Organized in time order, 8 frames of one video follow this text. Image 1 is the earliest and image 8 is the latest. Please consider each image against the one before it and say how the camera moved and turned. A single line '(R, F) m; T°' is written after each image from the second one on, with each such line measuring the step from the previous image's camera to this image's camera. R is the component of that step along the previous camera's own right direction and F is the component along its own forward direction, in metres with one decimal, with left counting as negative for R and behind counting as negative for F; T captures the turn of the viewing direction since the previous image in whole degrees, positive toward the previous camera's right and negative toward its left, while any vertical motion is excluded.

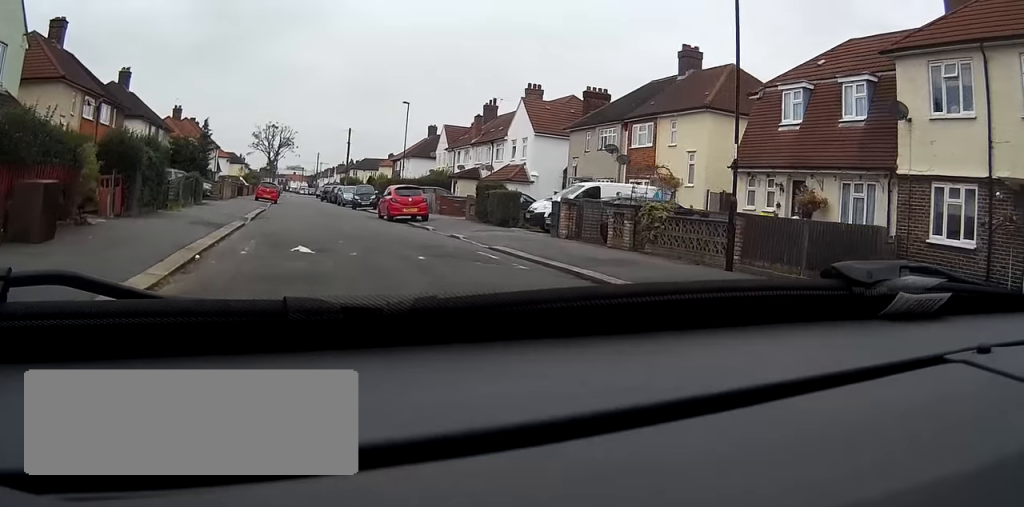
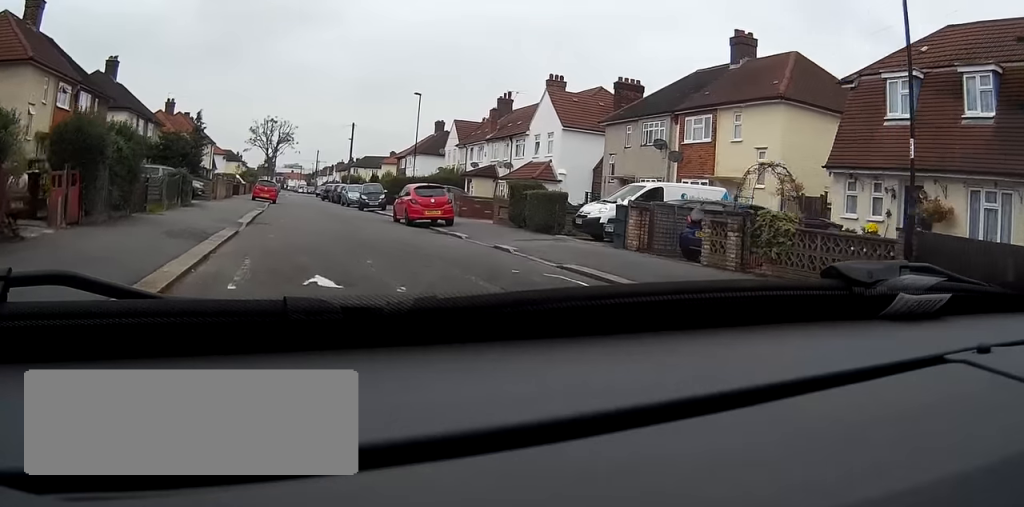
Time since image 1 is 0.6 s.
(0.0, +4.3) m; 0°
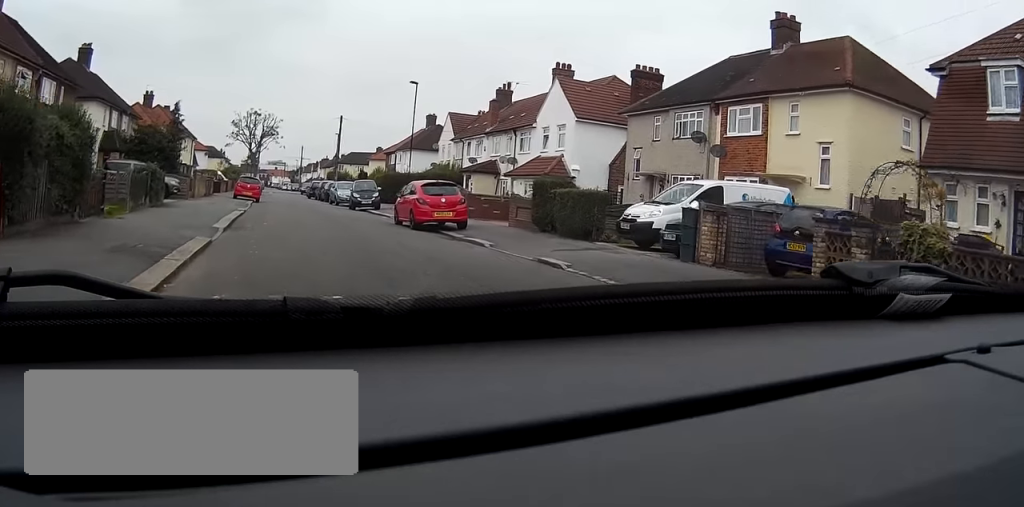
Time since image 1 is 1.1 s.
(+0.1, +3.8) m; 0°
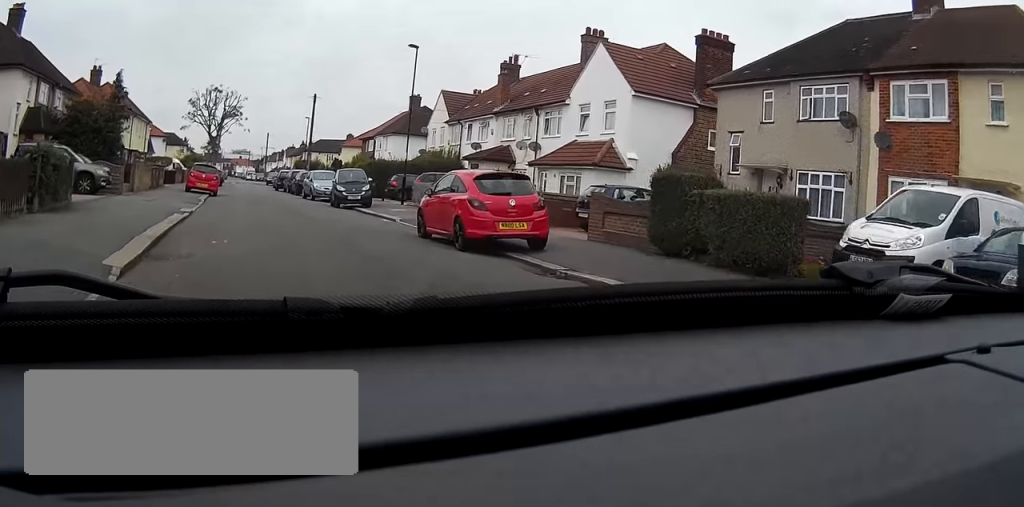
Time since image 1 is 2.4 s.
(+0.1, +9.1) m; +4°
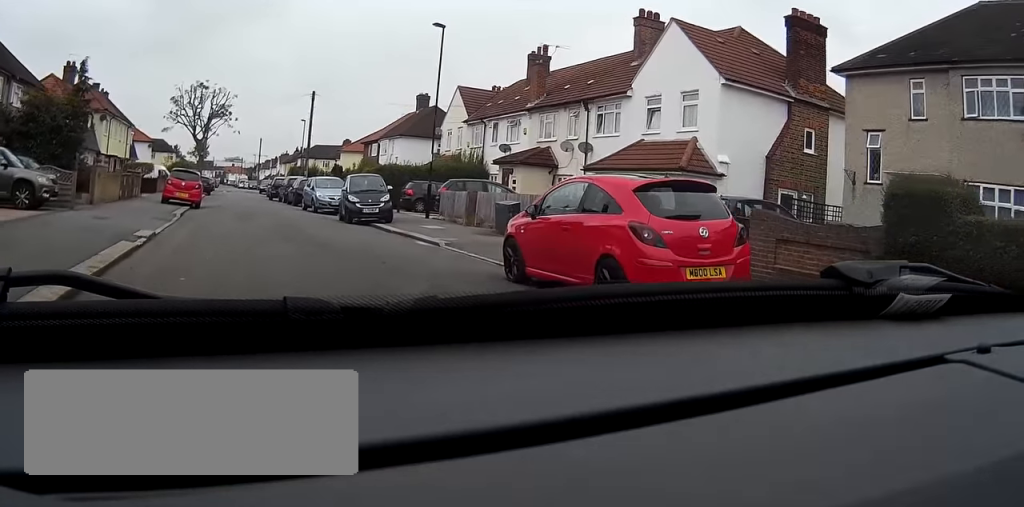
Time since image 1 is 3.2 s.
(+0.3, +6.2) m; +3°
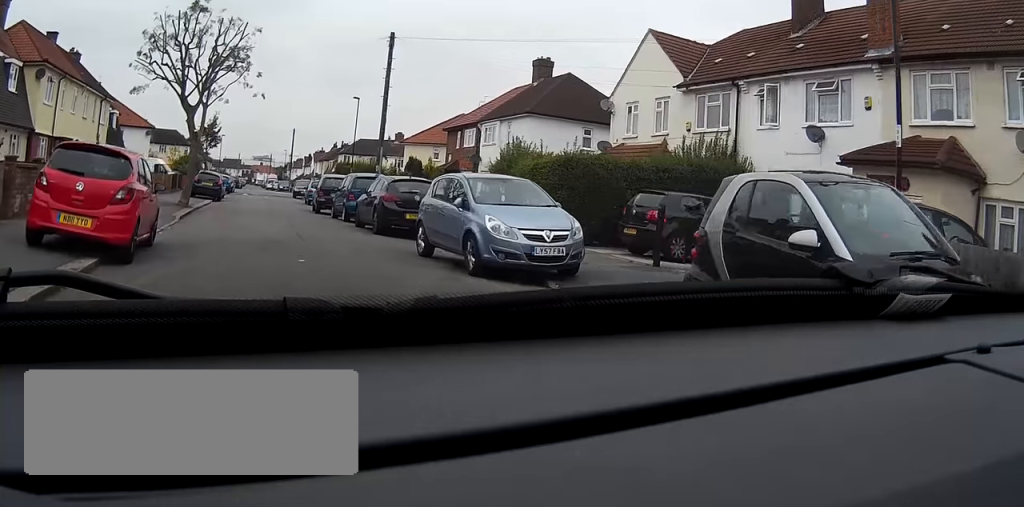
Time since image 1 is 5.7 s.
(-0.3, +19.8) m; -3°
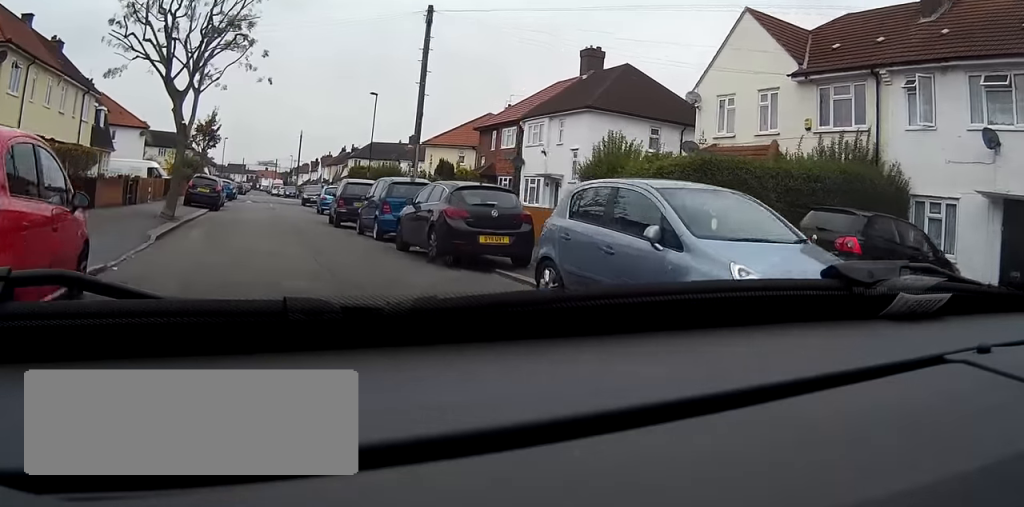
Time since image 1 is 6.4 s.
(-0.1, +5.5) m; -1°
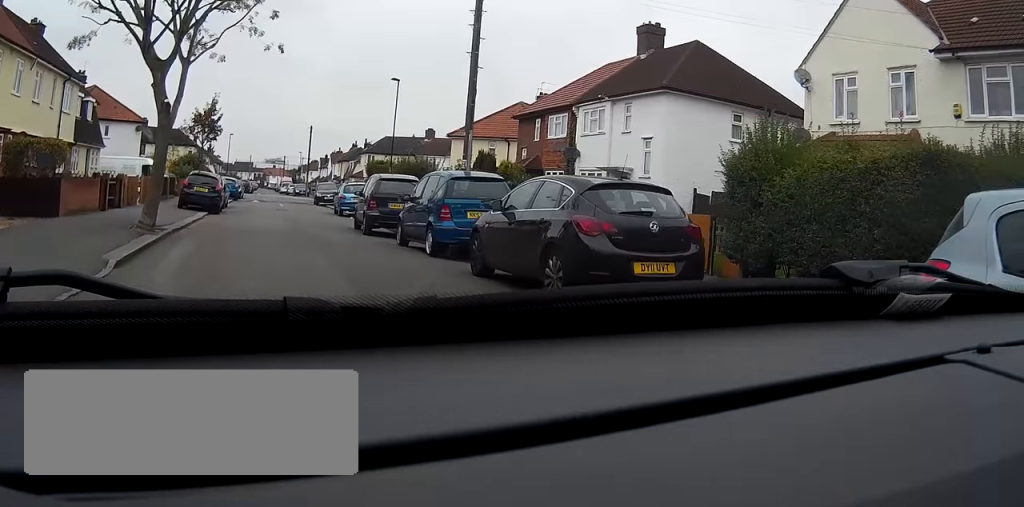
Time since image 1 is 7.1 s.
(0.0, +5.0) m; -2°
